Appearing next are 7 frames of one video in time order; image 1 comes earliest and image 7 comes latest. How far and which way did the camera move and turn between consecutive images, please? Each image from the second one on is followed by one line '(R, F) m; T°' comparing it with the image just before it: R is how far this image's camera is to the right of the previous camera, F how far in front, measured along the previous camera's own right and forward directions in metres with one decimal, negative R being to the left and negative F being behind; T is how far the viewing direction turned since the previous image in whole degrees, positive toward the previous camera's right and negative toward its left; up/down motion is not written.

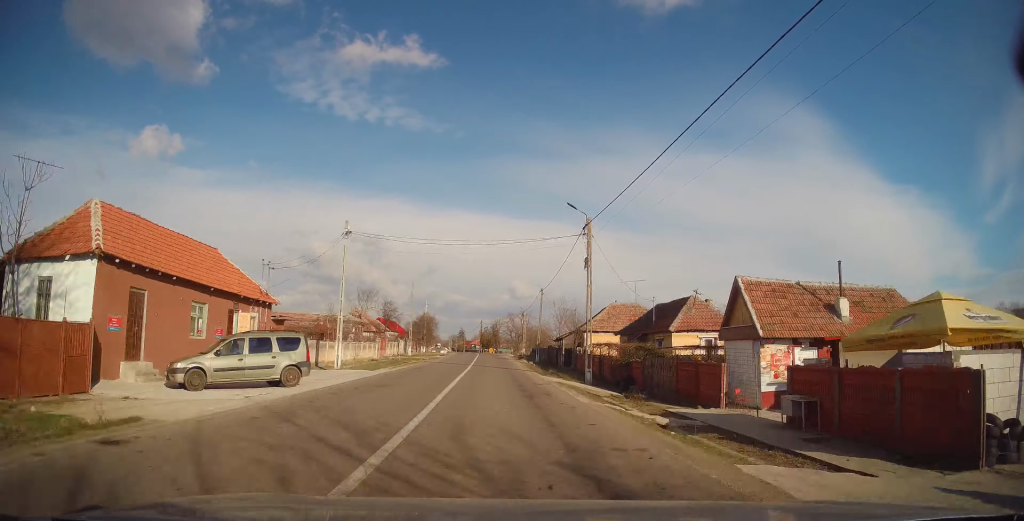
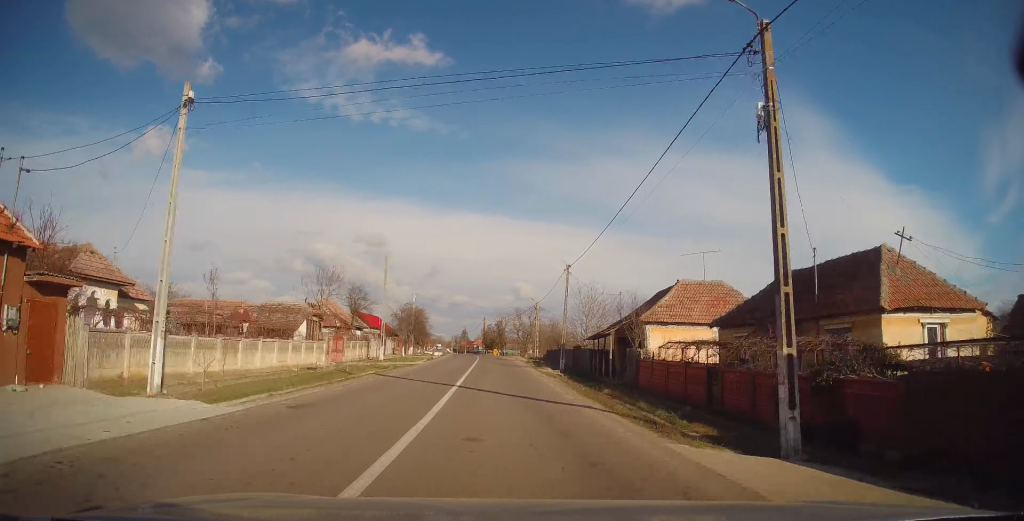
(+0.2, +17.3) m; +1°
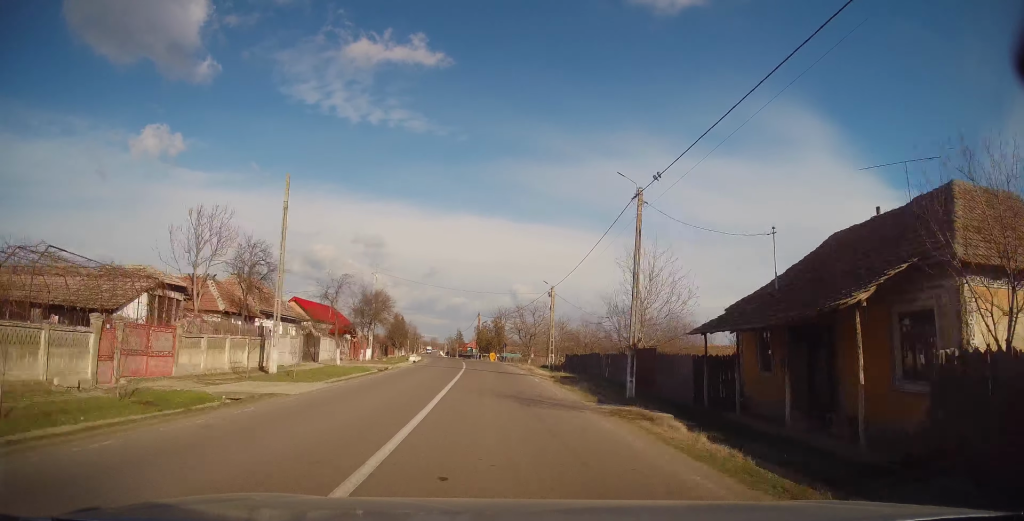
(0.0, +21.6) m; 0°
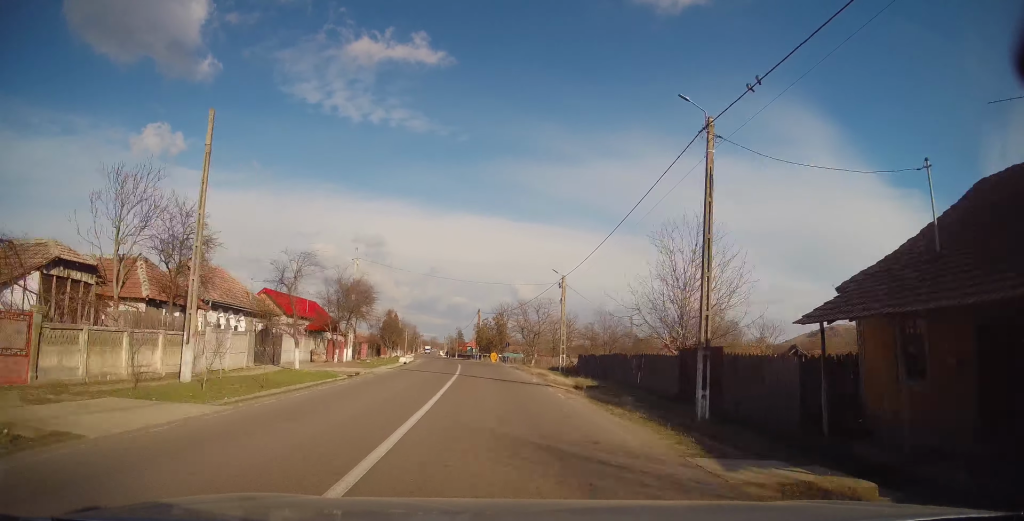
(0.0, +7.0) m; 0°
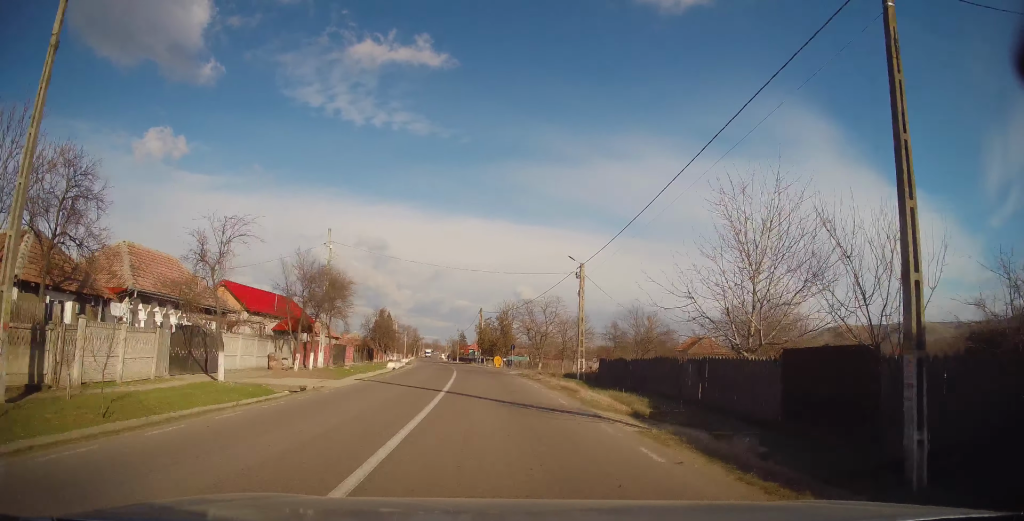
(0.0, +7.5) m; -1°
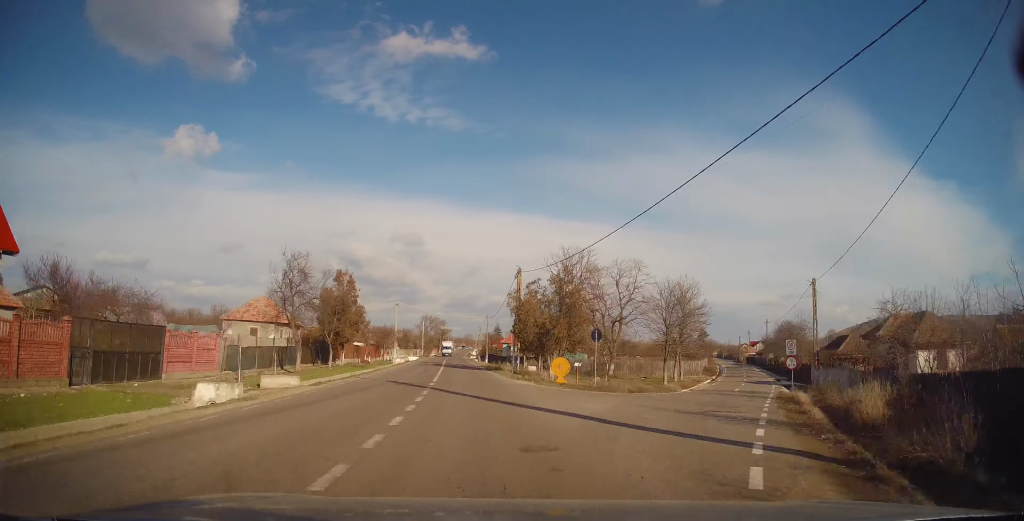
(-1.0, +32.6) m; -4°
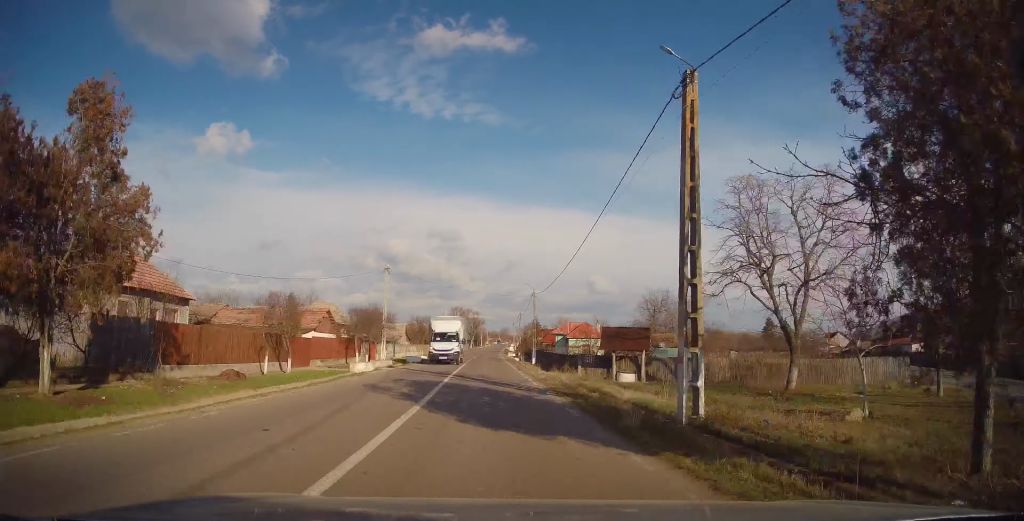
(-1.3, +30.4) m; -4°
